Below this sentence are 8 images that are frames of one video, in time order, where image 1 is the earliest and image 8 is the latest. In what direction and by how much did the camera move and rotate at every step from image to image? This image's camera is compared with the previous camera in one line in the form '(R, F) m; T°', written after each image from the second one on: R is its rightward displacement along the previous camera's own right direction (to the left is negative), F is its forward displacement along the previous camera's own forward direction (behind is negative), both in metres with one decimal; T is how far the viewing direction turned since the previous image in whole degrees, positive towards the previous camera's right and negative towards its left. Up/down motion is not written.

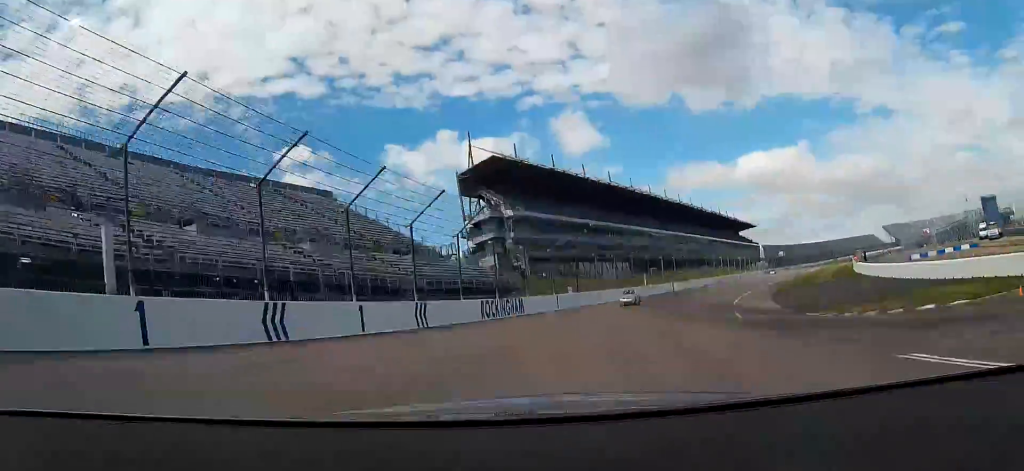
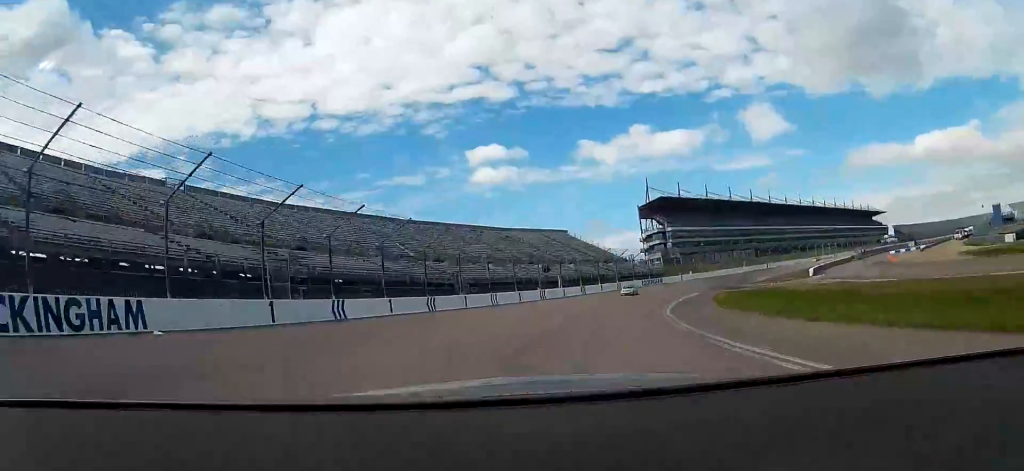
(-14.6, +67.4) m; -22°
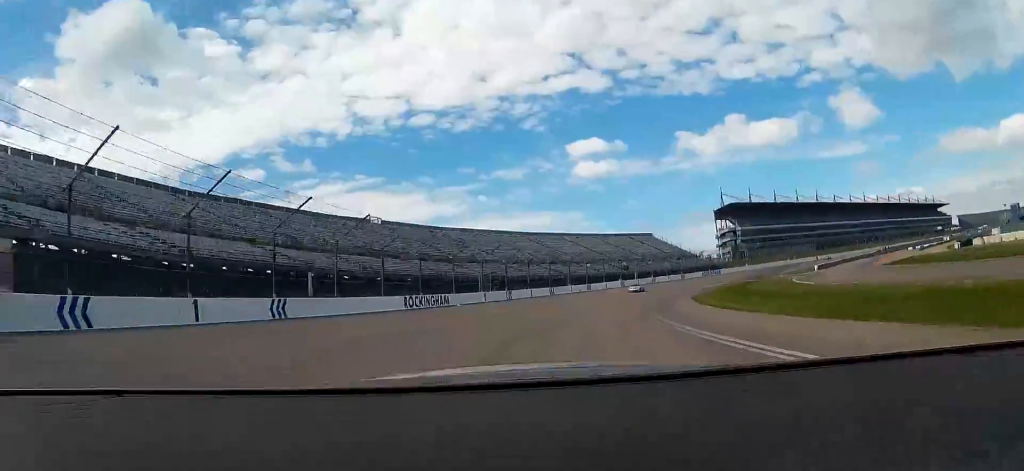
(-3.0, +37.5) m; -8°
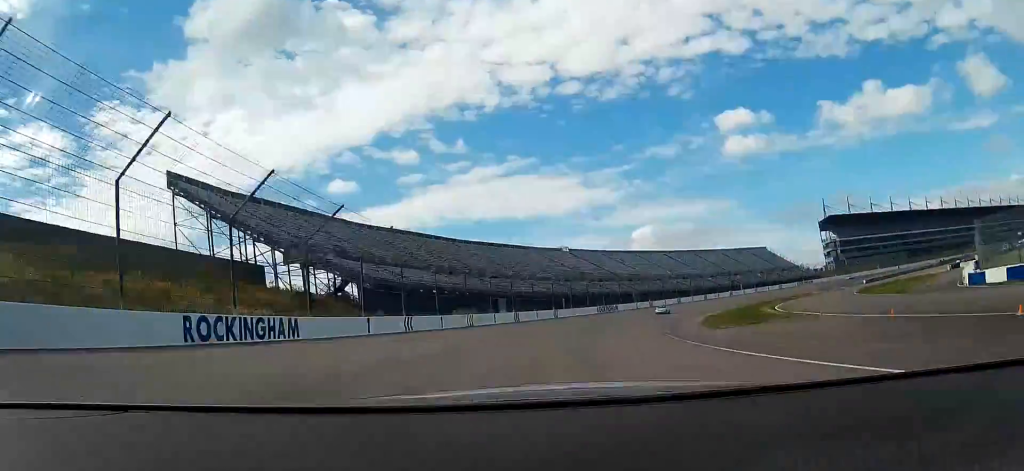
(-4.8, +58.0) m; -9°
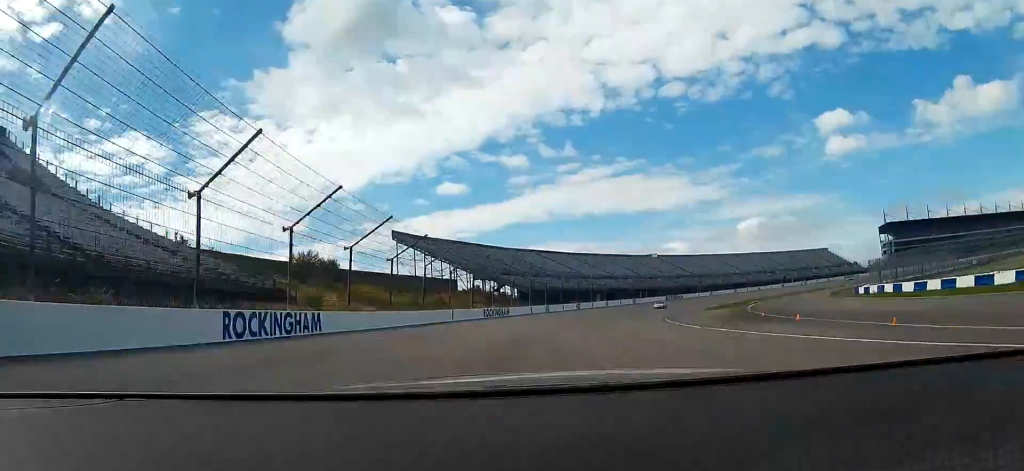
(-2.0, +44.9) m; -7°
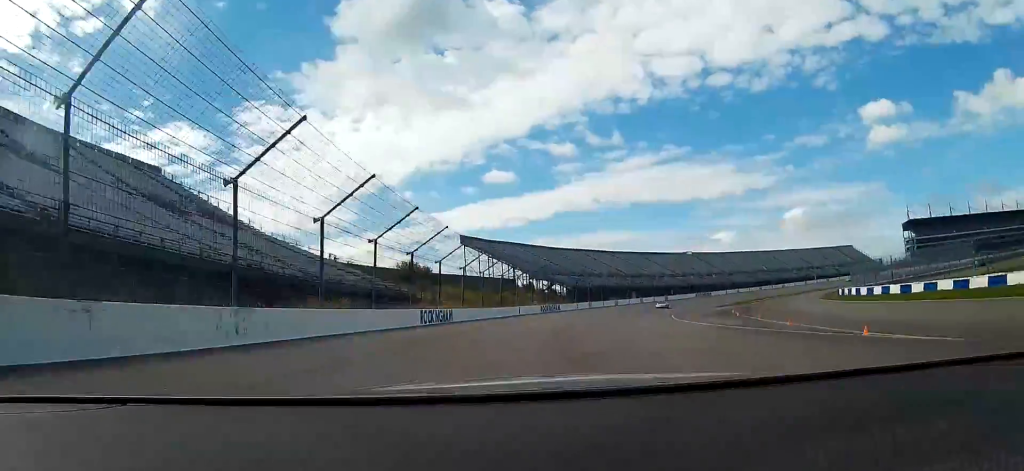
(-0.4, +21.9) m; -4°
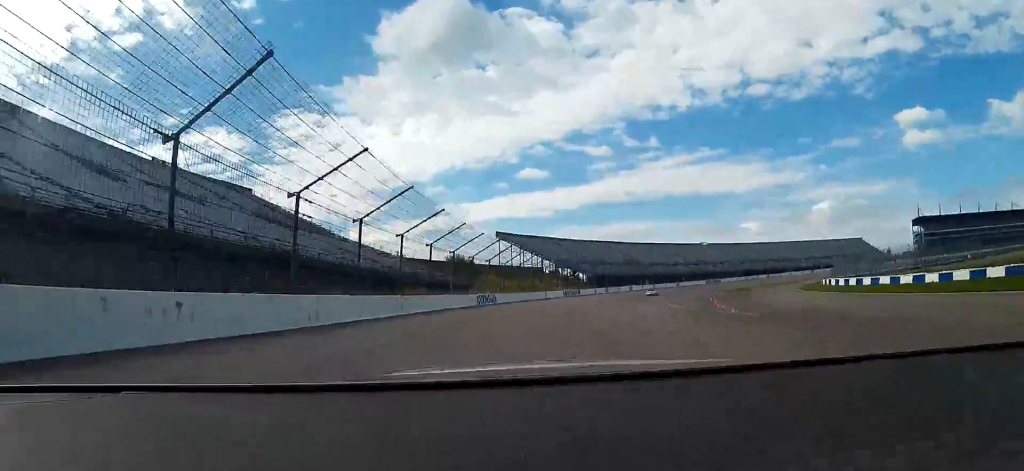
(-0.8, +17.8) m; -4°
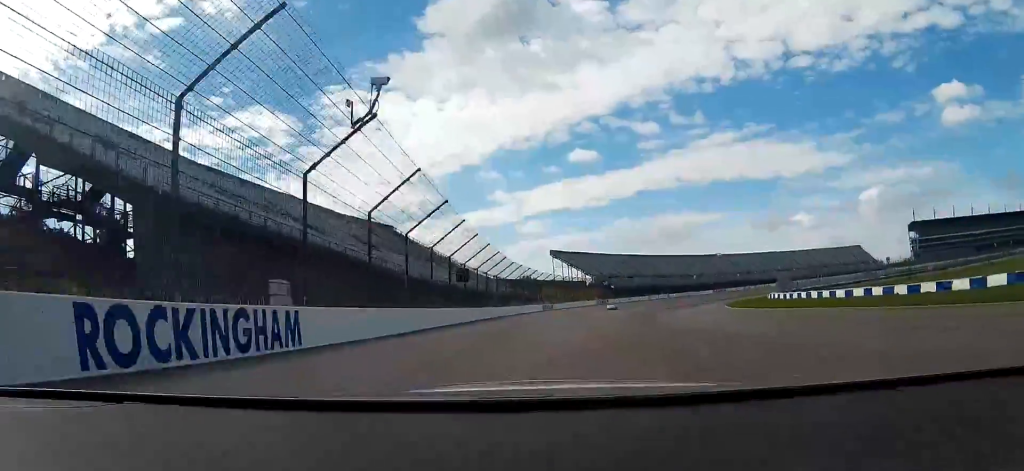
(-5.2, +56.6) m; -13°
